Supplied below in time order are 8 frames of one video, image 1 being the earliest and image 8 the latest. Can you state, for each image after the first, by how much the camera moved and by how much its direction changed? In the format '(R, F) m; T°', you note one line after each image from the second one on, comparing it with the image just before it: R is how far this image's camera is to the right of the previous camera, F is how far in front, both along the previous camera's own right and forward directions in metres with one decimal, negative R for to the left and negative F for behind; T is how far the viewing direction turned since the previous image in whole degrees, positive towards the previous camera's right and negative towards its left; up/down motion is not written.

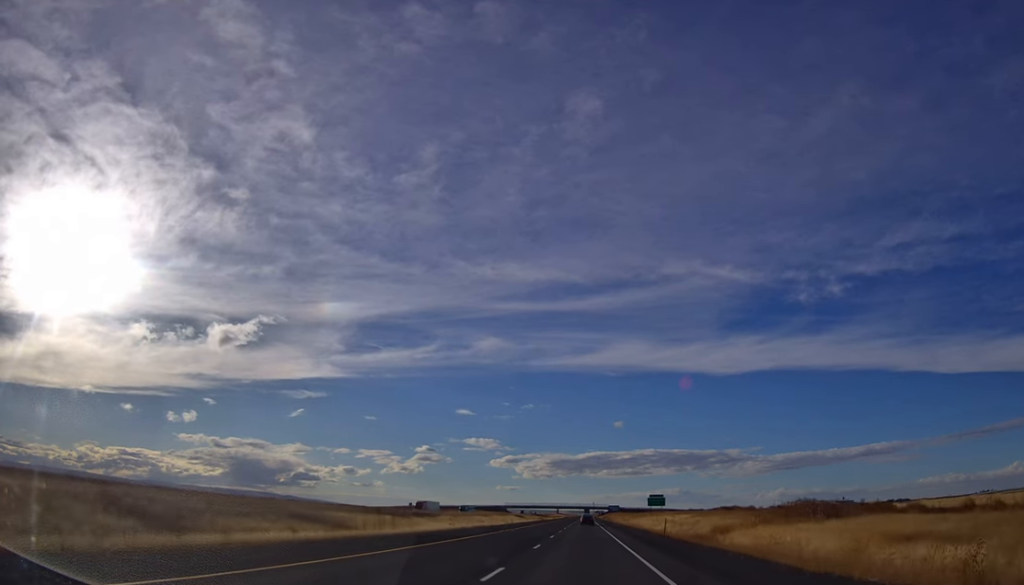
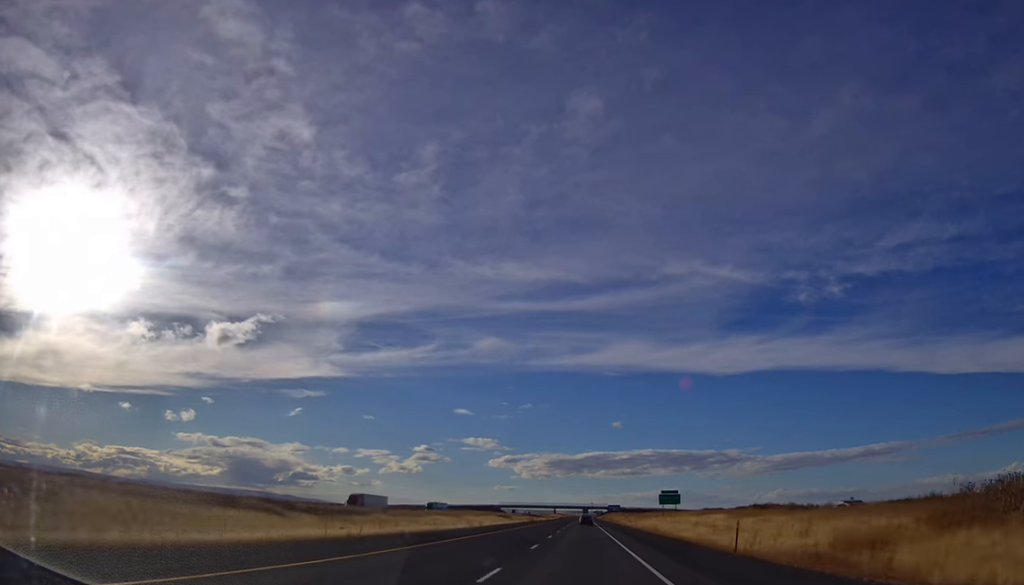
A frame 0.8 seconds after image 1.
(0.0, +24.8) m; 0°
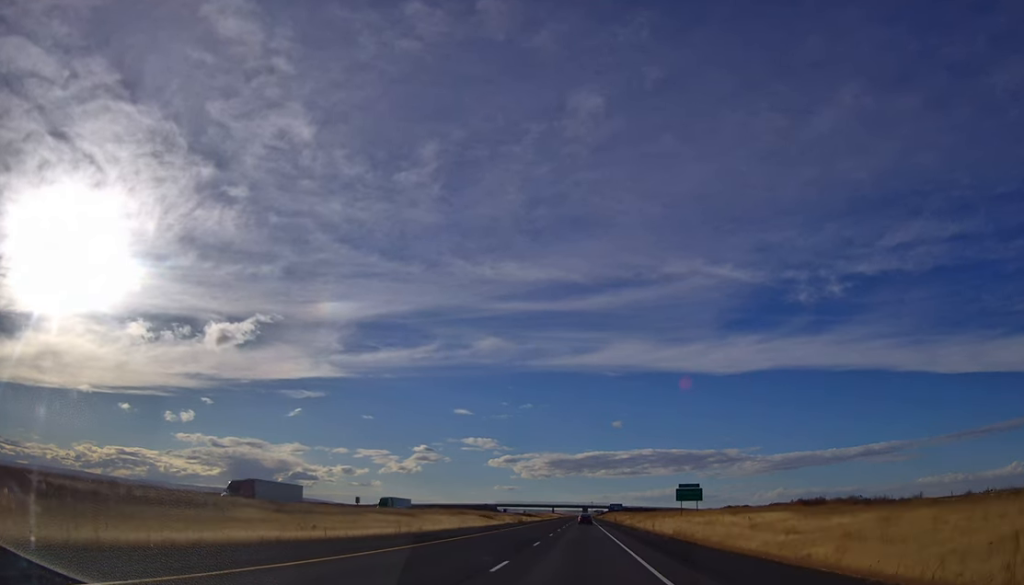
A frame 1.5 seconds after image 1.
(+0.1, +22.5) m; 0°
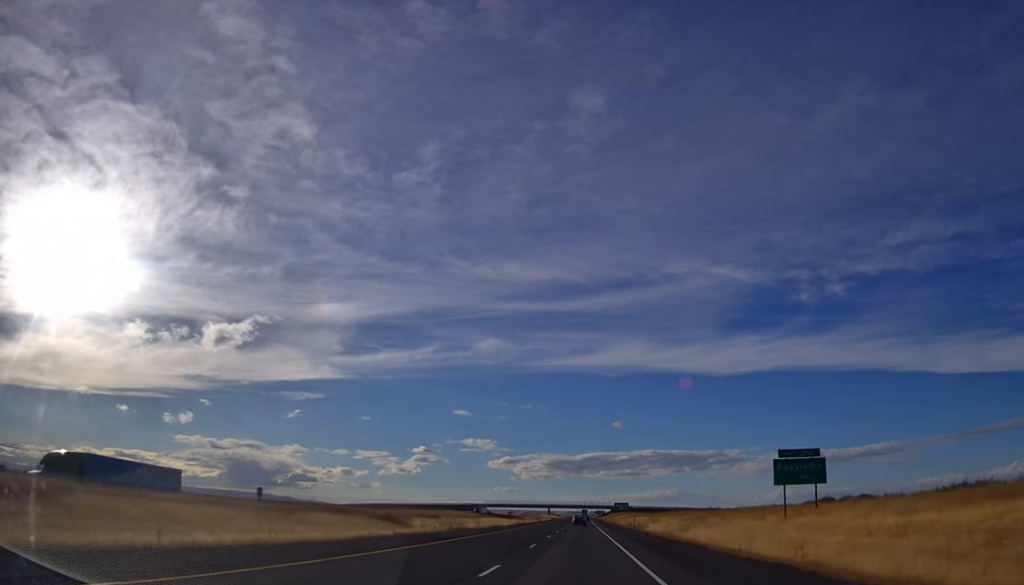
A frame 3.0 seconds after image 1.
(0.0, +50.4) m; 0°
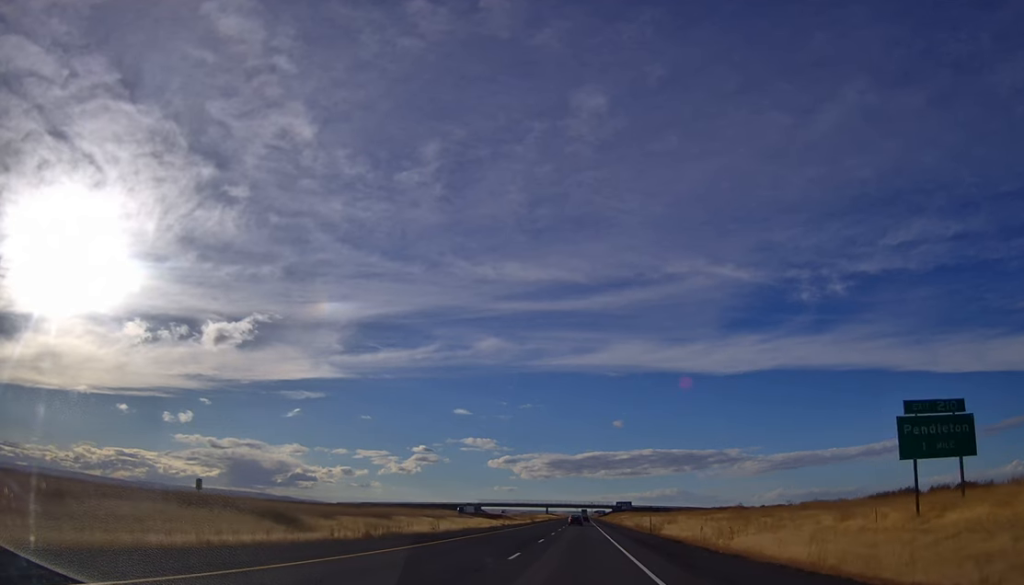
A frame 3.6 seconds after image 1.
(+0.1, +19.4) m; 0°
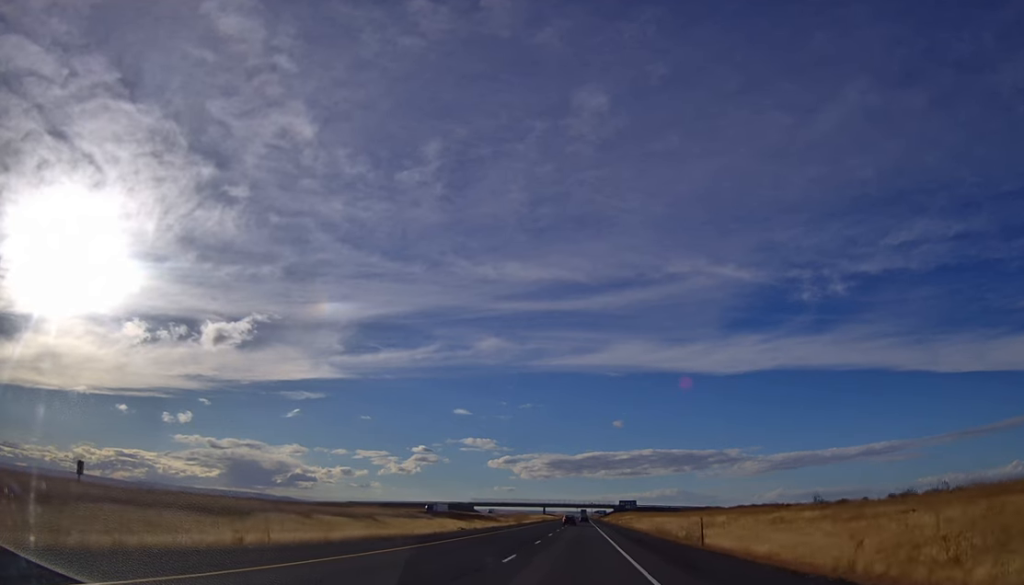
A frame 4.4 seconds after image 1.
(-0.1, +25.8) m; 0°
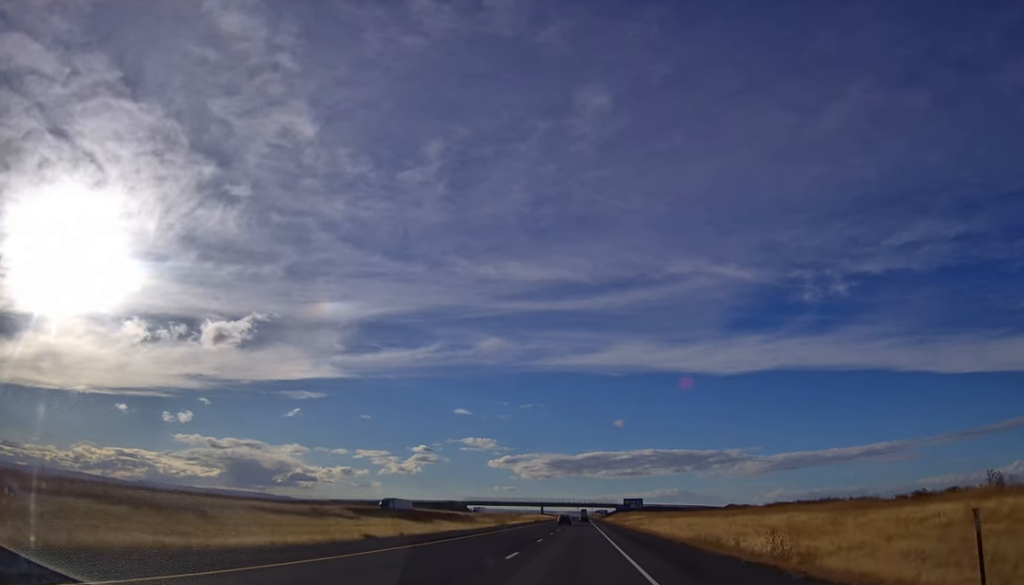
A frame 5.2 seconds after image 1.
(0.0, +23.6) m; 0°
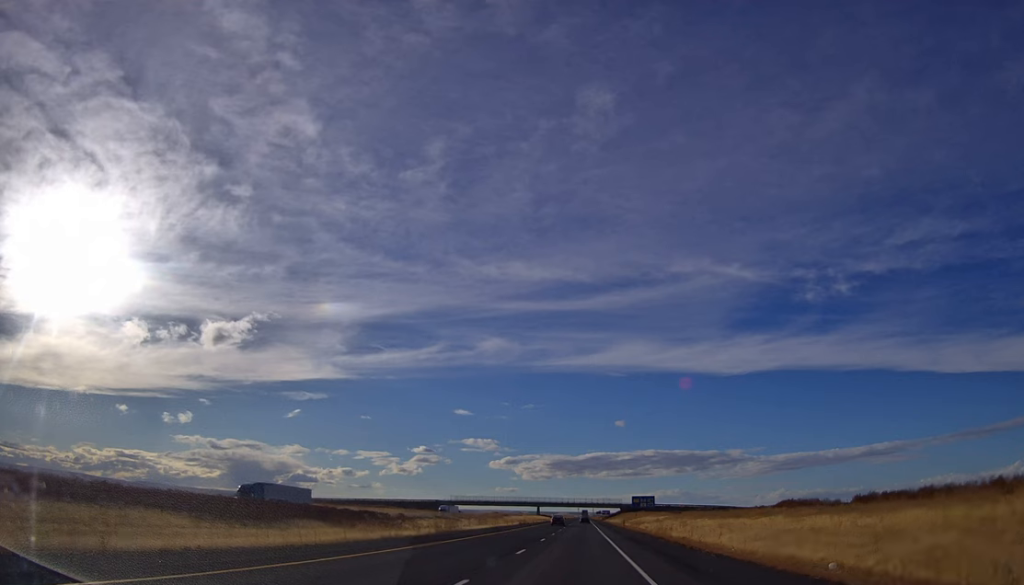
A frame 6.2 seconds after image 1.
(+0.1, +34.0) m; 0°
